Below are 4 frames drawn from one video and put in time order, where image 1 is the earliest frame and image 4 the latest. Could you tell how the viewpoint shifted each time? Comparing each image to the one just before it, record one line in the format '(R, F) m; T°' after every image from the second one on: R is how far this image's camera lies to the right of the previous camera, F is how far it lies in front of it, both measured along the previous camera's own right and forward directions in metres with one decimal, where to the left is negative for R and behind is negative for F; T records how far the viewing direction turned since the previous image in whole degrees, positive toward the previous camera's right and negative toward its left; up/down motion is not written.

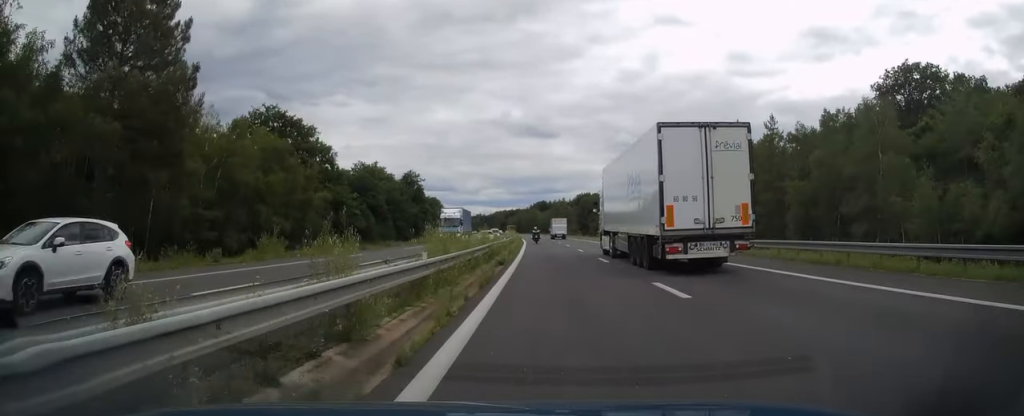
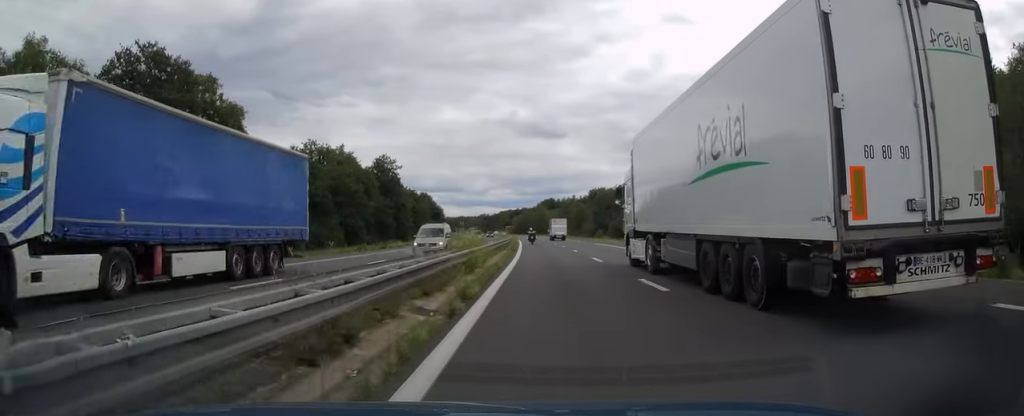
(-0.4, +37.2) m; -1°
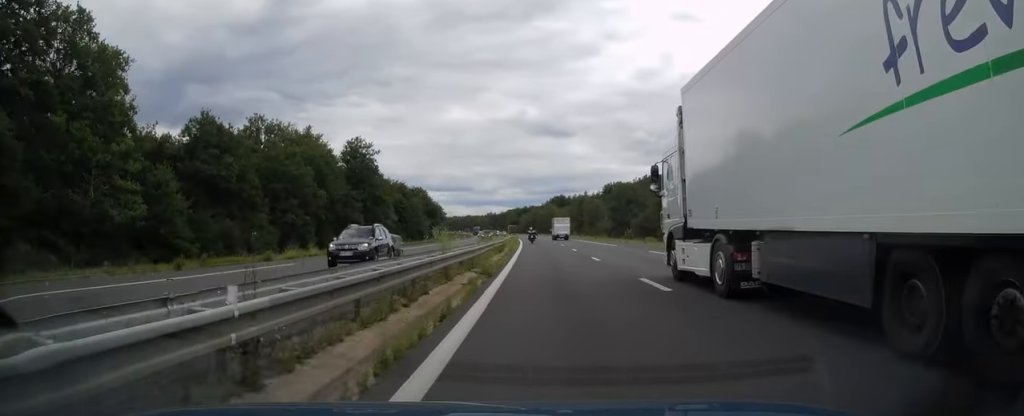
(-0.1, +26.1) m; -1°
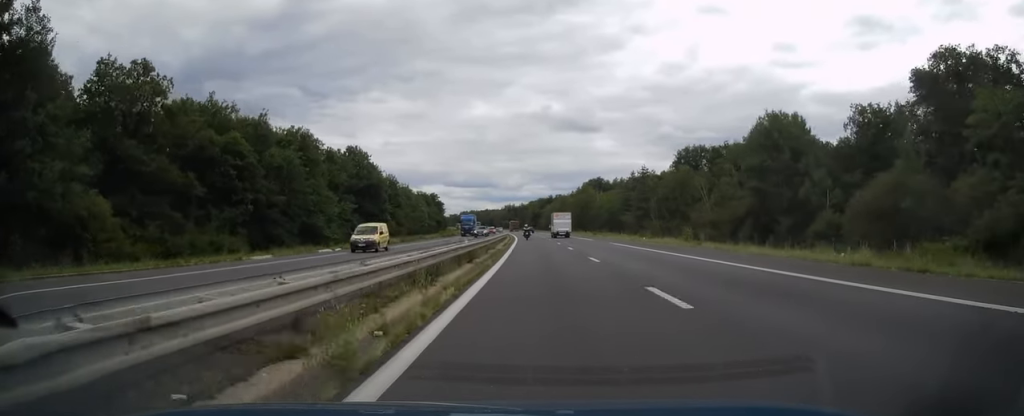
(-2.0, +94.2) m; -3°
